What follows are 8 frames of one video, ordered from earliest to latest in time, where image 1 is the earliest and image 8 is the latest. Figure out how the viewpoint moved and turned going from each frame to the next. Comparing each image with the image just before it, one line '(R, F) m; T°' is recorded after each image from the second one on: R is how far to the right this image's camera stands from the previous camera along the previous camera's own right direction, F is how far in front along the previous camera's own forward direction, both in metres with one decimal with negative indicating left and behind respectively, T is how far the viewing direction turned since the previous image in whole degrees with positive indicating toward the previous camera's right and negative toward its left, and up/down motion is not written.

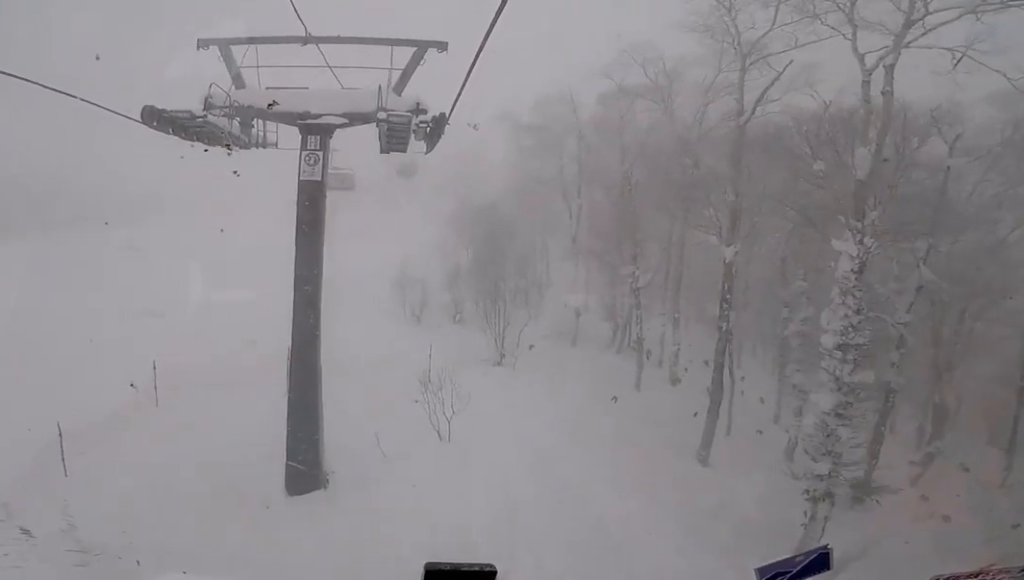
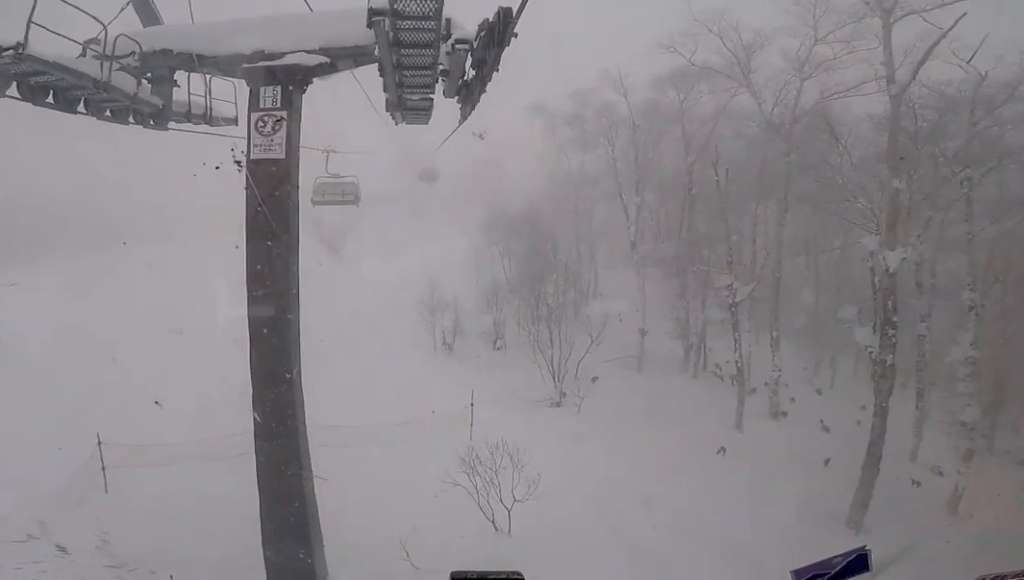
(+0.1, +4.1) m; +6°
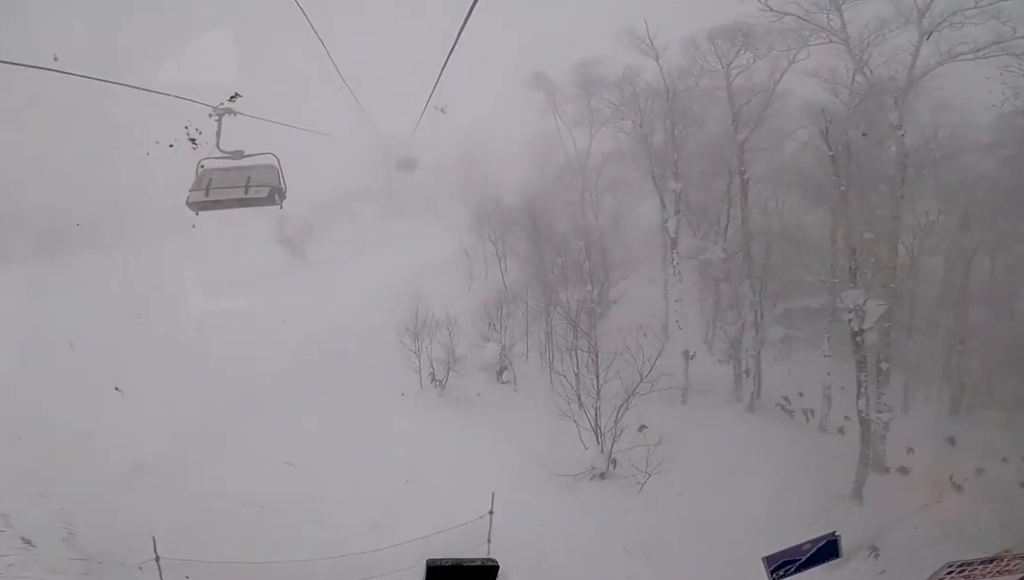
(+0.2, +5.3) m; -4°
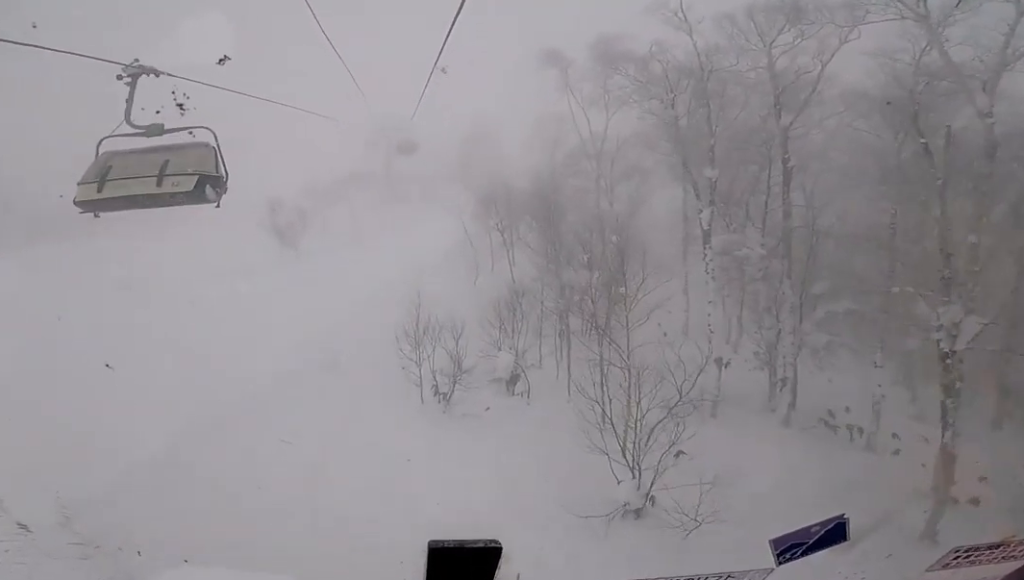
(-0.1, +1.9) m; -4°
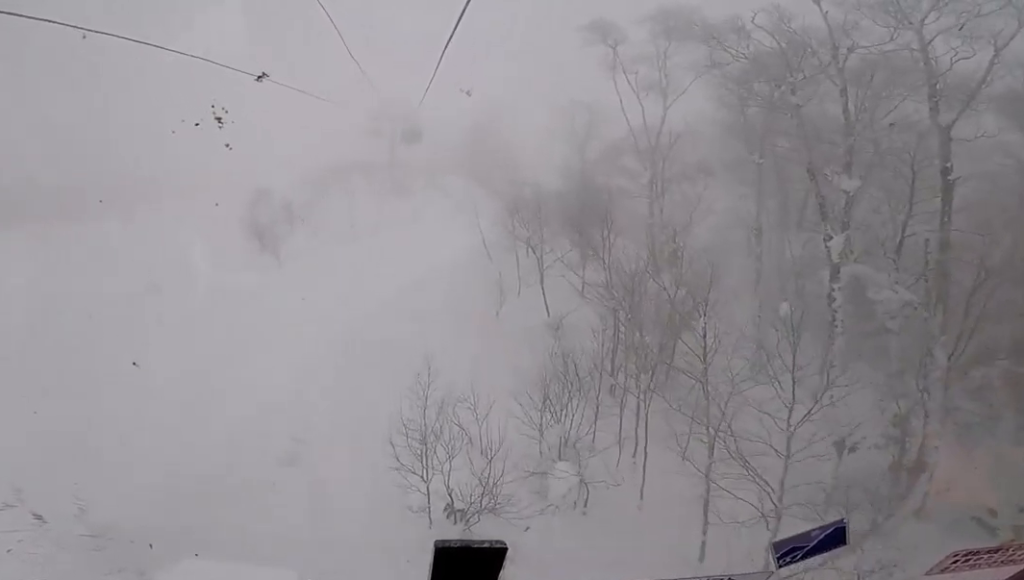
(+0.1, +5.0) m; +8°
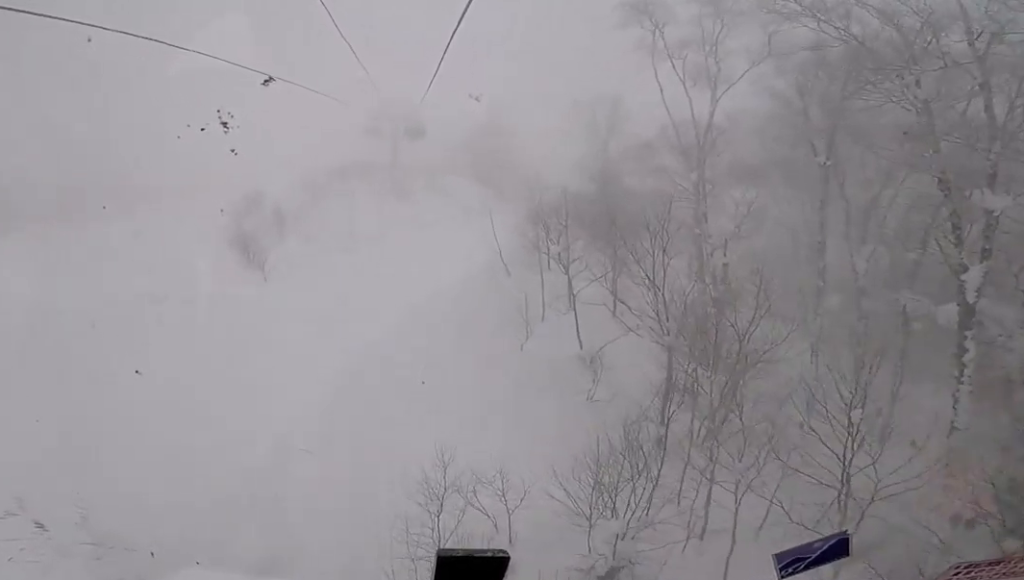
(+0.4, +3.0) m; 0°
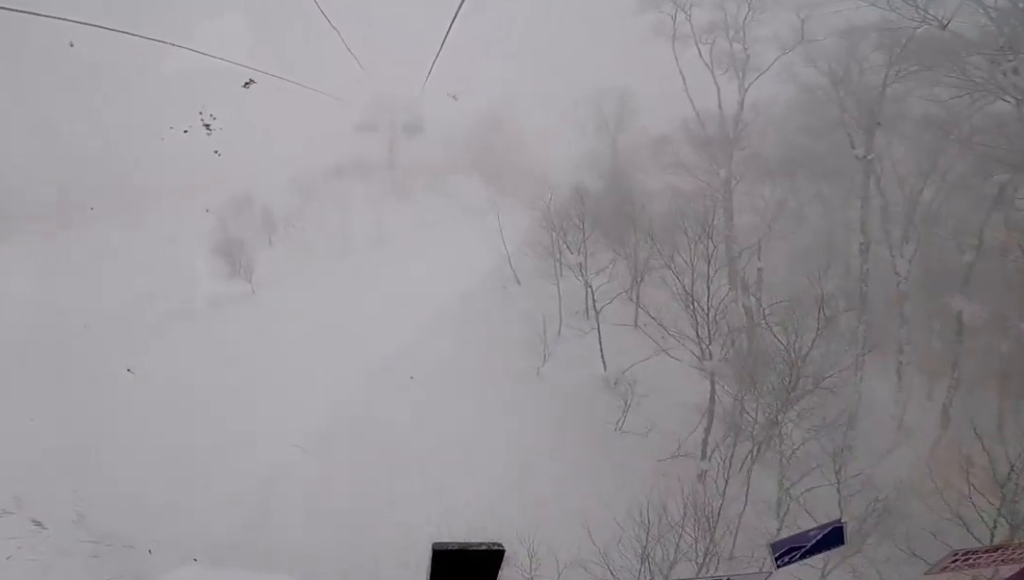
(0.0, +1.8) m; -2°
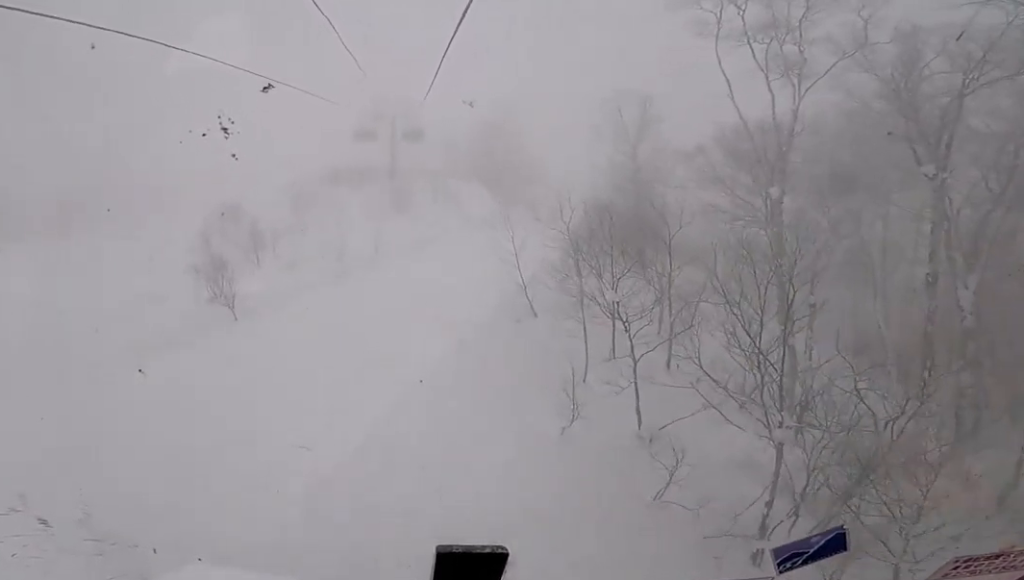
(-0.3, +2.1) m; -4°
